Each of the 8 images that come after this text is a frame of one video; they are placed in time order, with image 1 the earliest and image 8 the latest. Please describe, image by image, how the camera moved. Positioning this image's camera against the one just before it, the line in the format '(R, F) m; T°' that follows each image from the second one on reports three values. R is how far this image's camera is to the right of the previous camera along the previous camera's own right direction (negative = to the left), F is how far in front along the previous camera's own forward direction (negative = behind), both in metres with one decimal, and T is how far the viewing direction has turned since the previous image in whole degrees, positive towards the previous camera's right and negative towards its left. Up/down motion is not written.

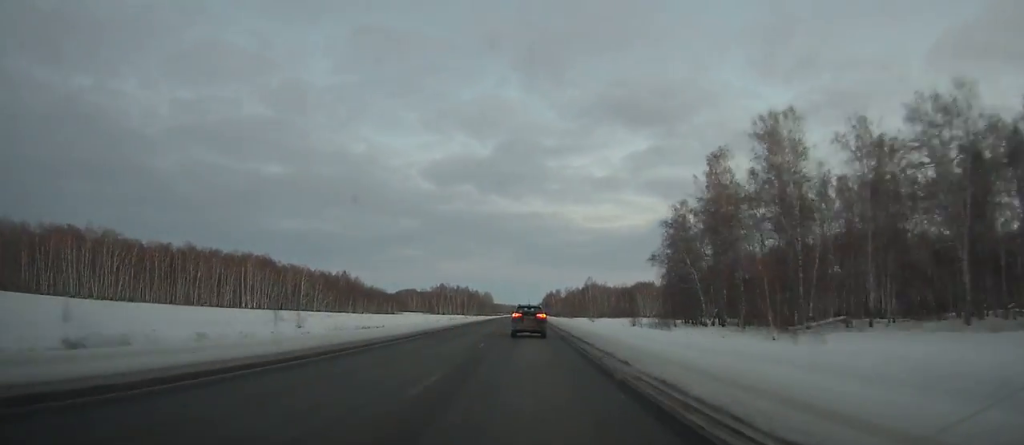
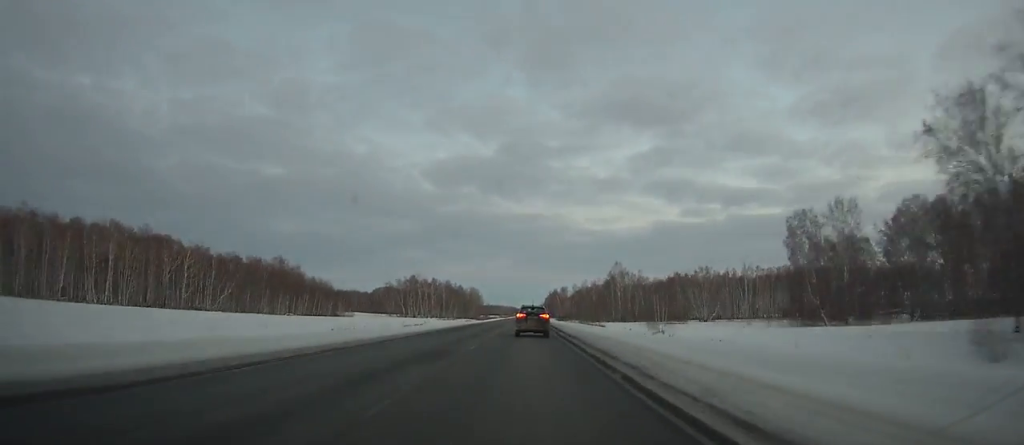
(-0.1, +84.3) m; 0°
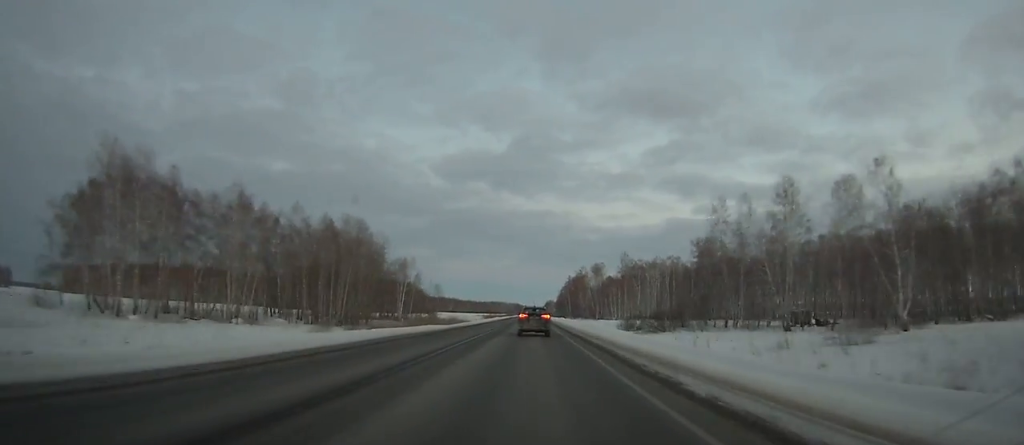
(-0.4, +182.2) m; 0°
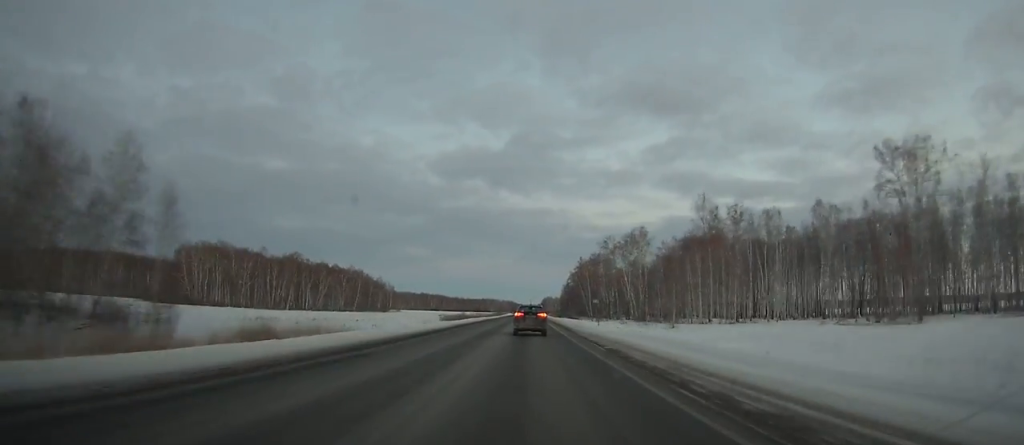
(+0.1, +95.1) m; 0°
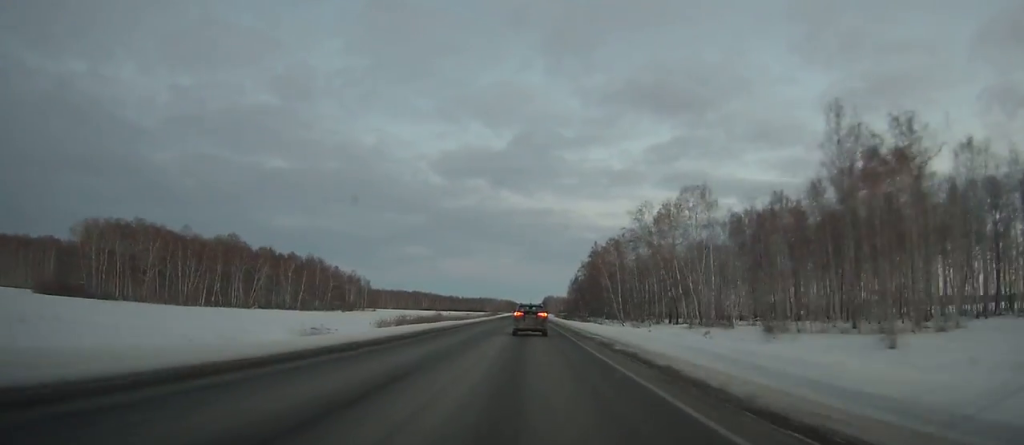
(+0.1, +48.0) m; 0°
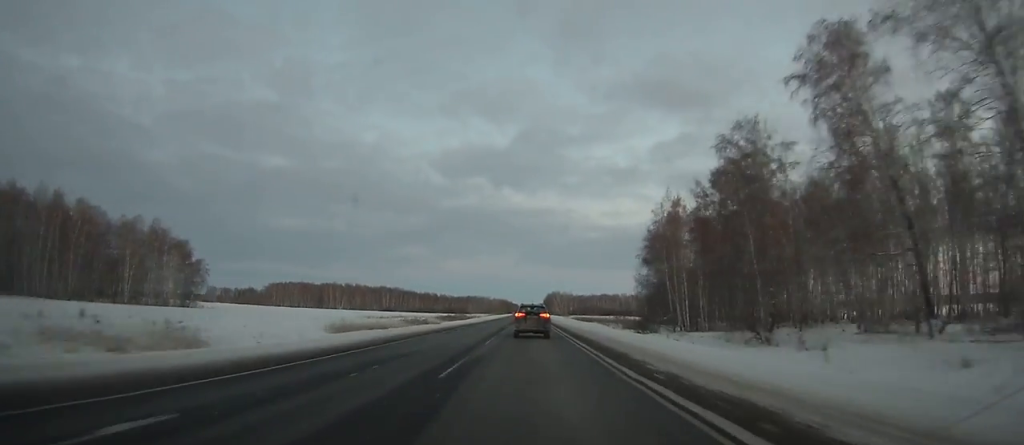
(+0.5, +151.1) m; 0°
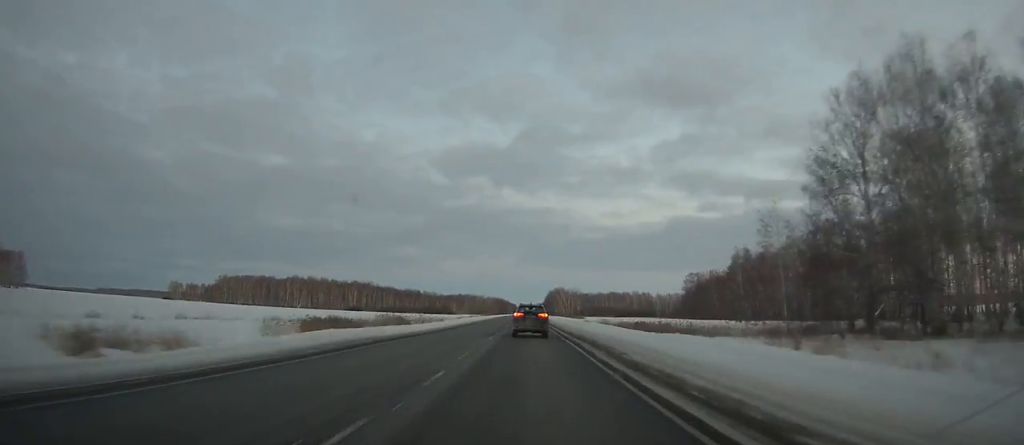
(-0.1, +78.4) m; 0°
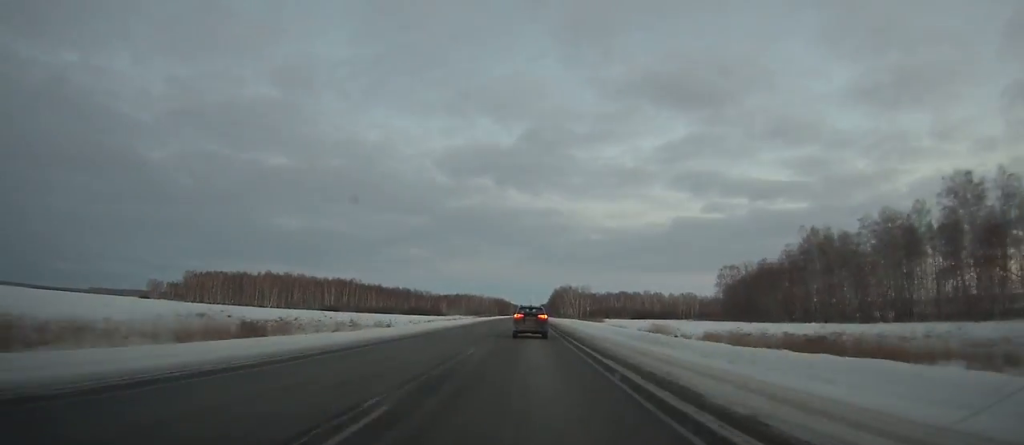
(0.0, +45.2) m; 0°
